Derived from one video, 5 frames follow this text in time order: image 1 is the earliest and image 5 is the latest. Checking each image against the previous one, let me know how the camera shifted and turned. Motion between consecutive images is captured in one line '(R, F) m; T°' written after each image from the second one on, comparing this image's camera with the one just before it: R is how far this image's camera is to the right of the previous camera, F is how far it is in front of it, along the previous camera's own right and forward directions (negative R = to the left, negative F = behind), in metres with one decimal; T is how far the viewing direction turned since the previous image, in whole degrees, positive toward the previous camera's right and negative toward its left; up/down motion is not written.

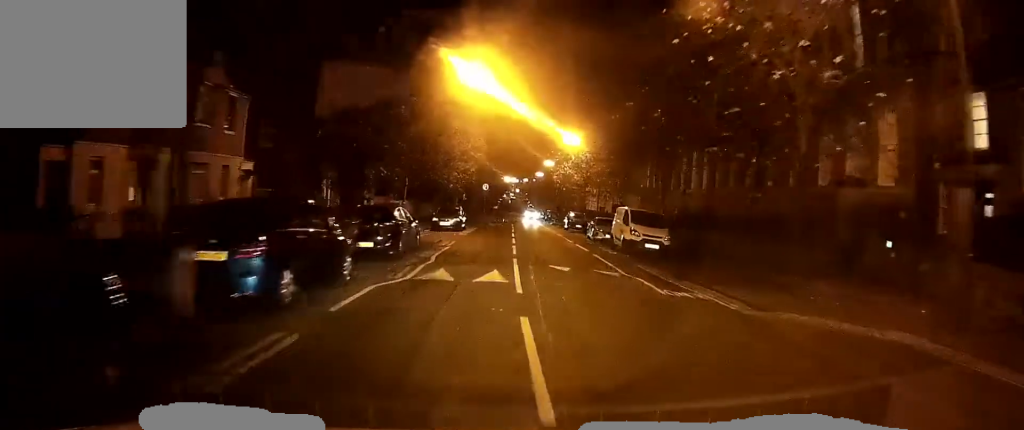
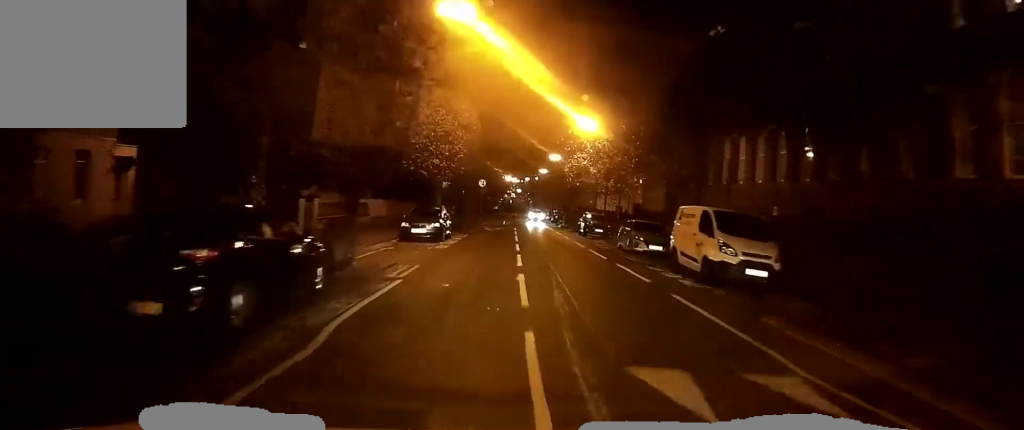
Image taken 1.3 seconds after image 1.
(+0.1, +9.6) m; +1°
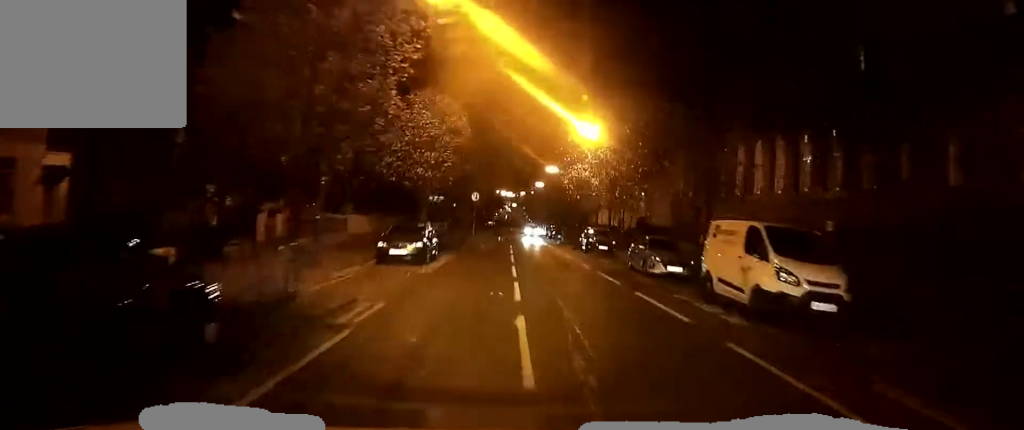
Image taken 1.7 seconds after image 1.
(-0.1, +3.2) m; 0°
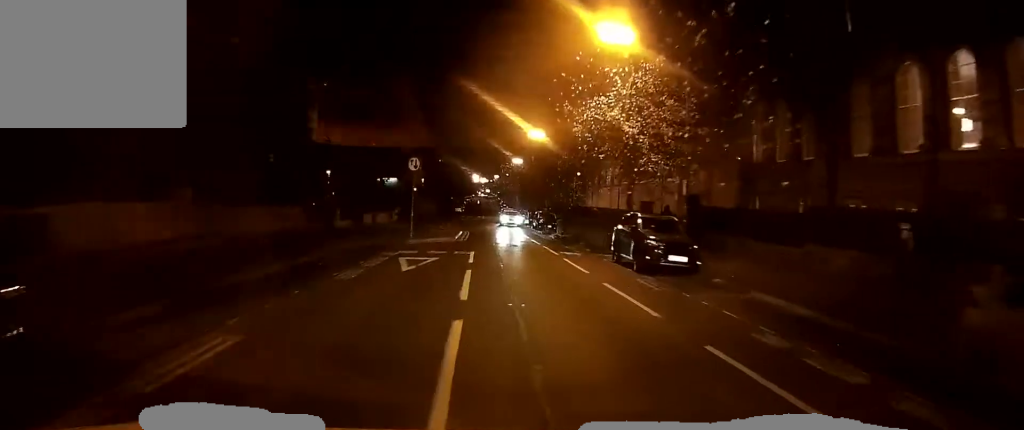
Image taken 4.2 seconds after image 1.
(+0.2, +17.8) m; +1°
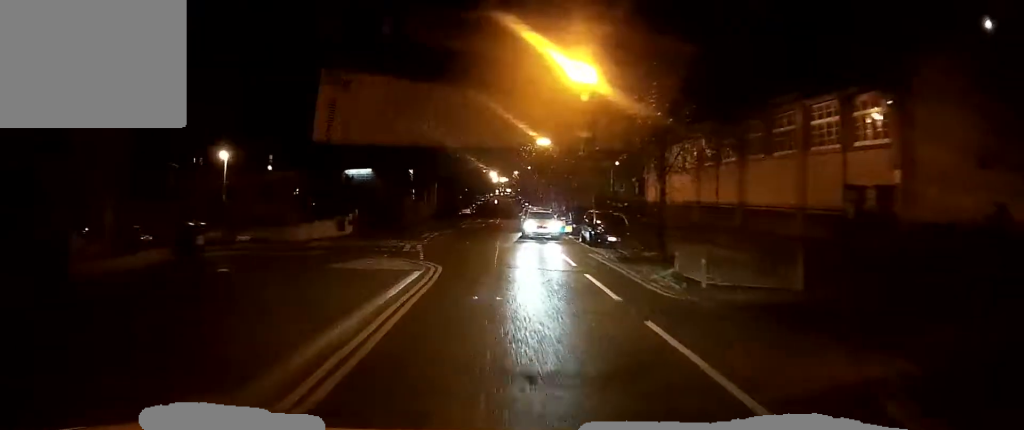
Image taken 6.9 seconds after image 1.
(+0.9, +21.5) m; +5°
